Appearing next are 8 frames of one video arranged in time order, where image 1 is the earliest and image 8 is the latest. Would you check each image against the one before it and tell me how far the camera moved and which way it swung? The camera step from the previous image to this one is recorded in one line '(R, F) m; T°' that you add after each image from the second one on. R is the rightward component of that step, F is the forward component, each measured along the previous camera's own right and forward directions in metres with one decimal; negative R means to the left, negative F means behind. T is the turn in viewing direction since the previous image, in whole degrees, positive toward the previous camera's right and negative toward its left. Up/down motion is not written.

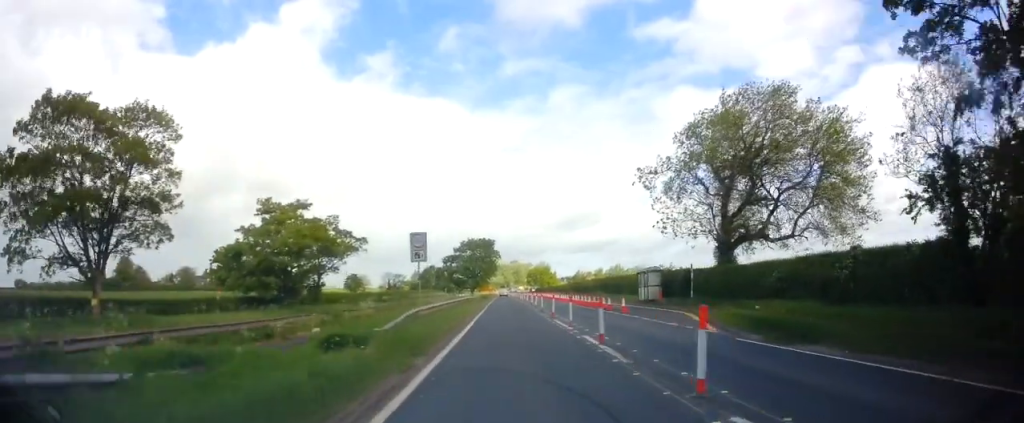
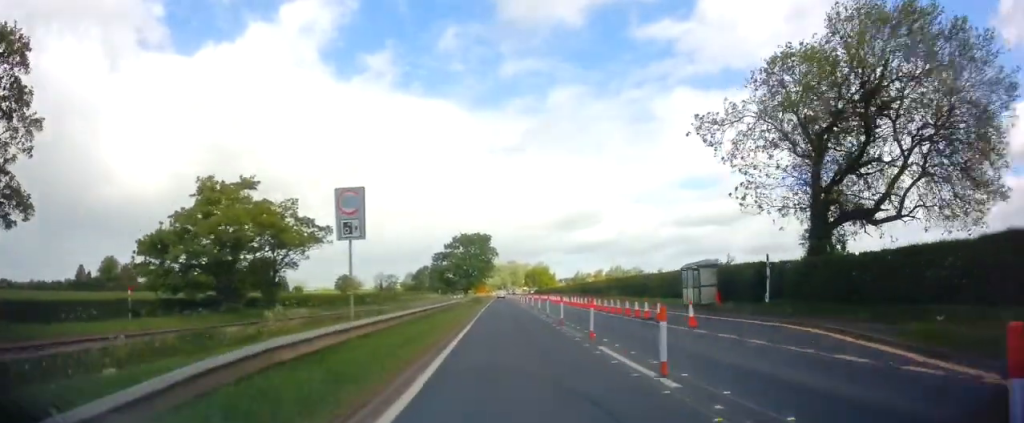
(0.0, +11.0) m; -2°
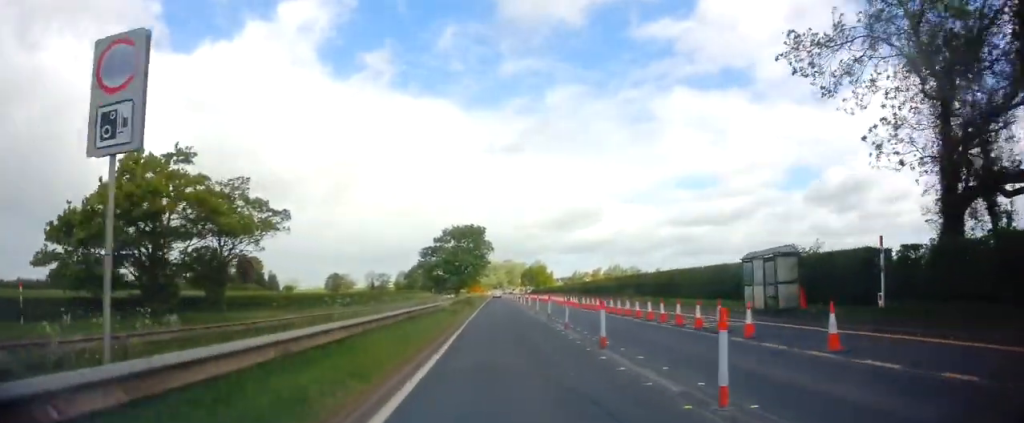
(-0.4, +8.6) m; +1°
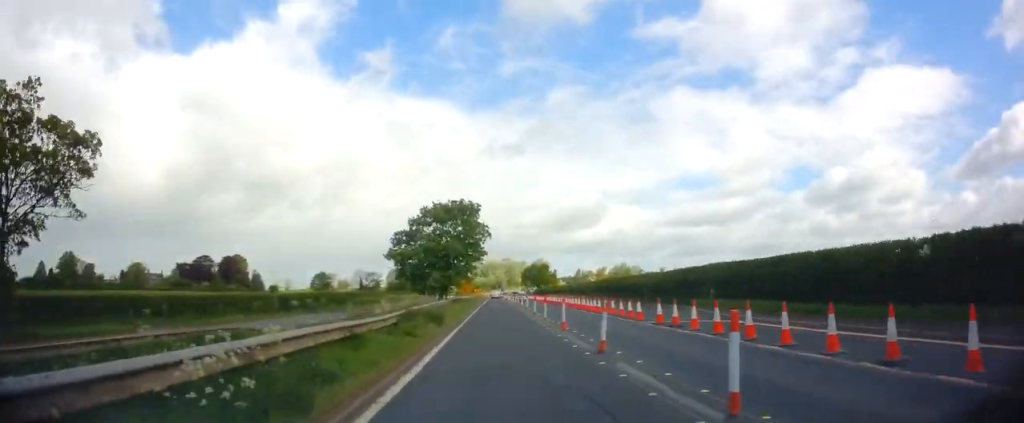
(+0.7, +19.5) m; +2°
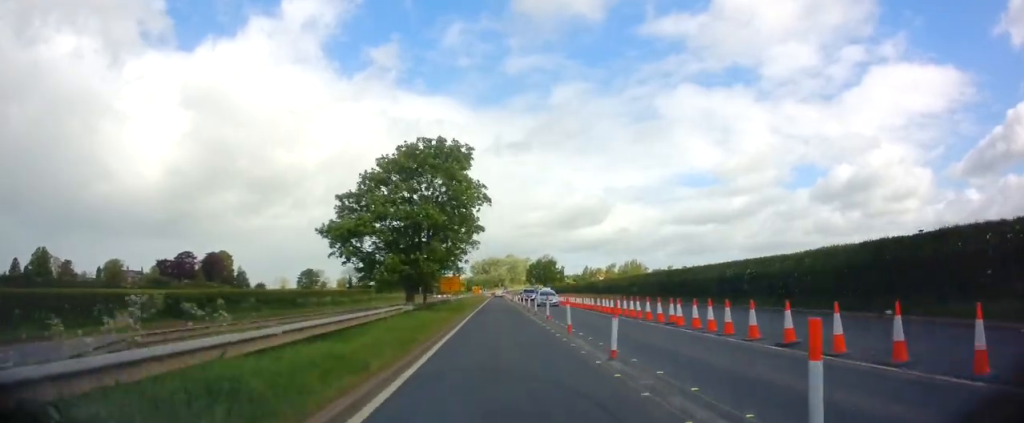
(+0.1, +20.8) m; 0°
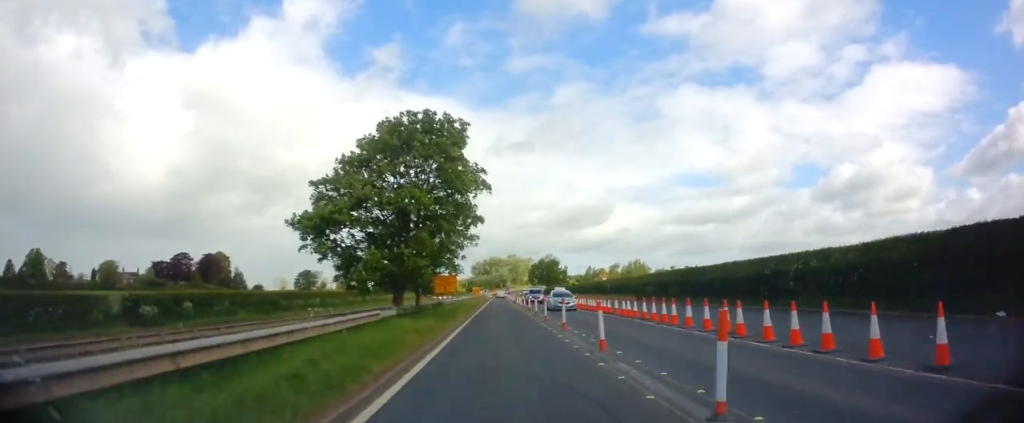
(0.0, +5.0) m; 0°
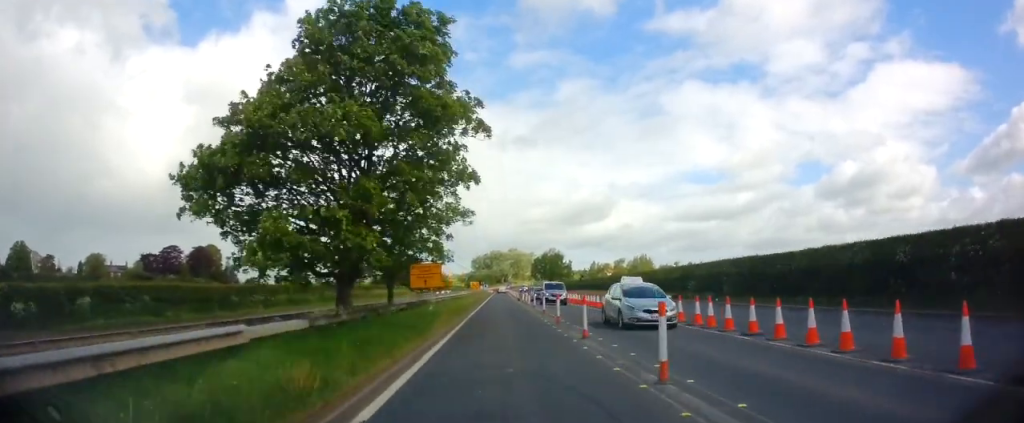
(0.0, +10.8) m; 0°
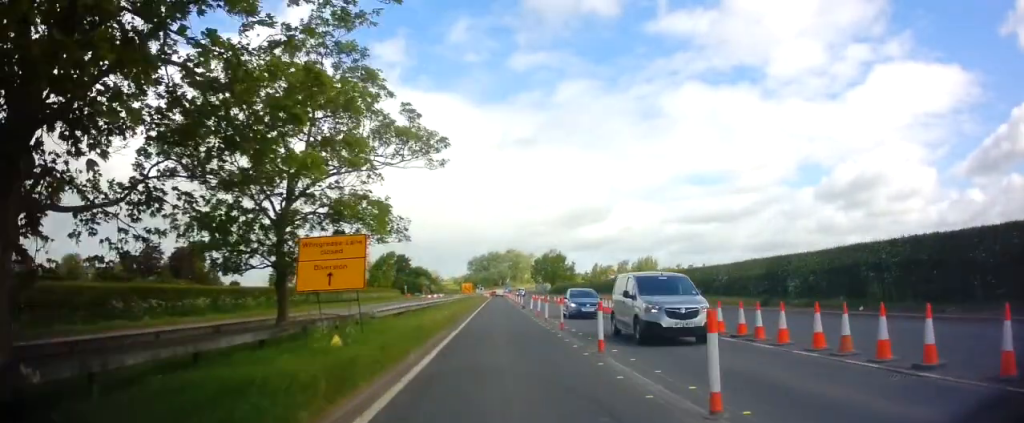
(-0.1, +14.9) m; -1°
